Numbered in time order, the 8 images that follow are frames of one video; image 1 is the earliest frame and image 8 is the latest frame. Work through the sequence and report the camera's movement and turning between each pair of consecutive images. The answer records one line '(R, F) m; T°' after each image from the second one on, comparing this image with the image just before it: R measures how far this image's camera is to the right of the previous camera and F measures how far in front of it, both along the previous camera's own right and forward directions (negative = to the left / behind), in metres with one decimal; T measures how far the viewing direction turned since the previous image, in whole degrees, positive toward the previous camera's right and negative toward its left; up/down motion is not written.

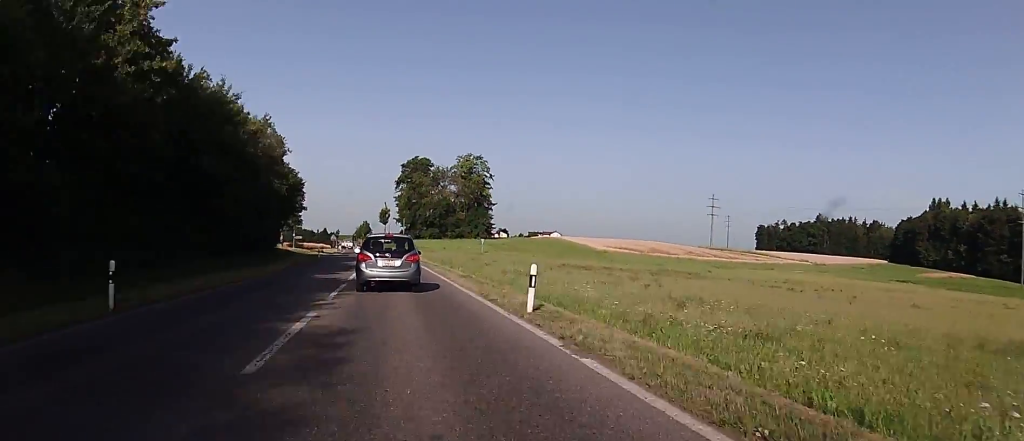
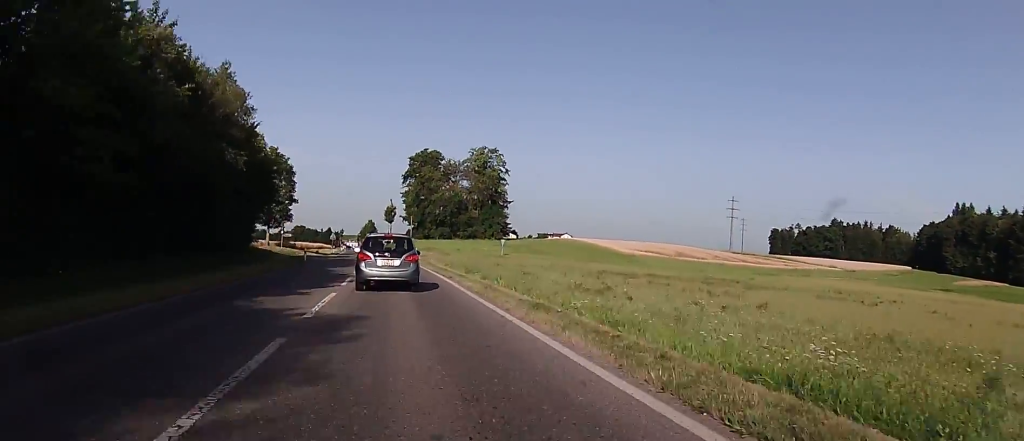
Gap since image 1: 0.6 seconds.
(-0.1, +12.7) m; -1°
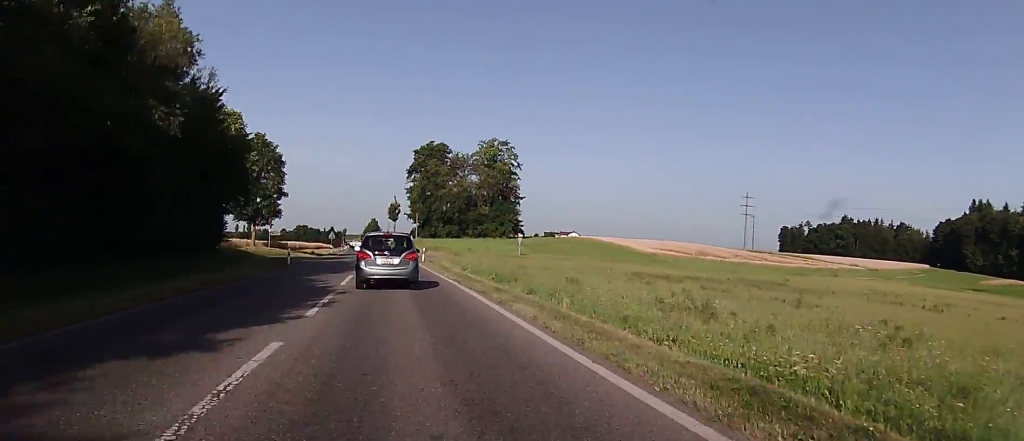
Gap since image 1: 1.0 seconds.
(-0.1, +9.0) m; -1°
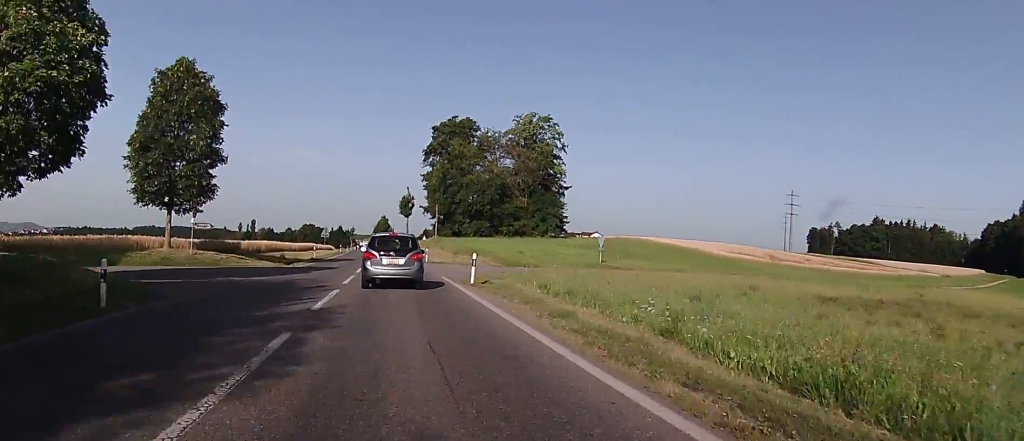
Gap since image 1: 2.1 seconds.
(-0.2, +26.0) m; -1°
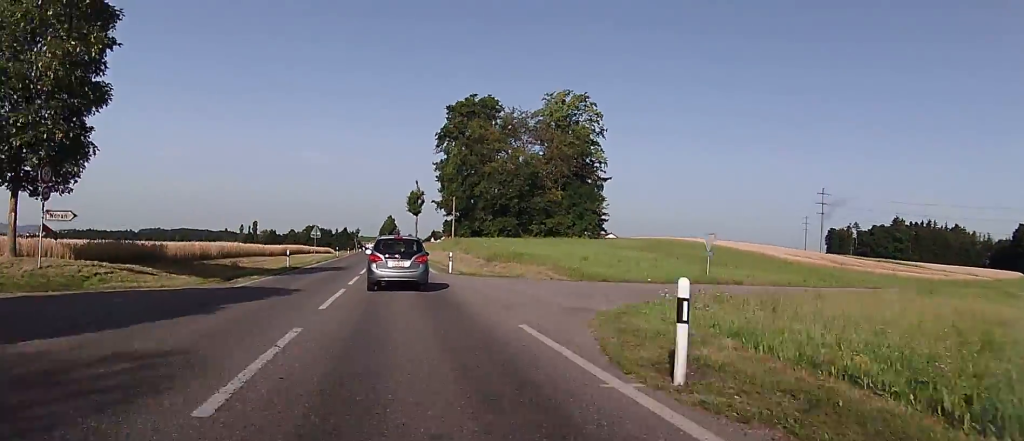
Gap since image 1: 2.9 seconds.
(0.0, +16.3) m; 0°
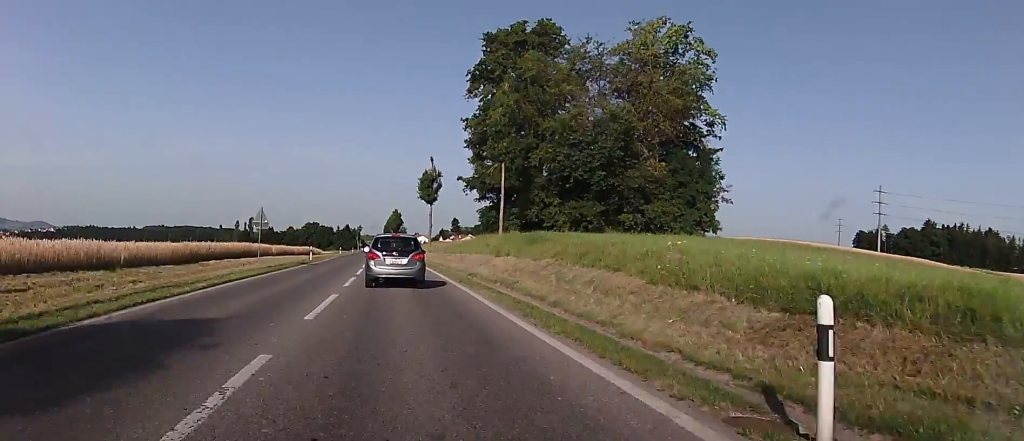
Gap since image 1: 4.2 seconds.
(0.0, +29.5) m; 0°
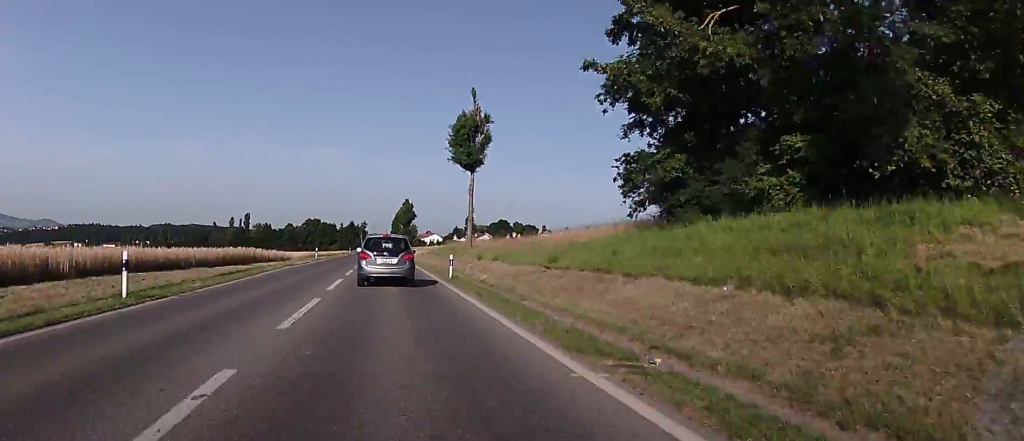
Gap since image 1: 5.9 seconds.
(-0.9, +37.3) m; -2°
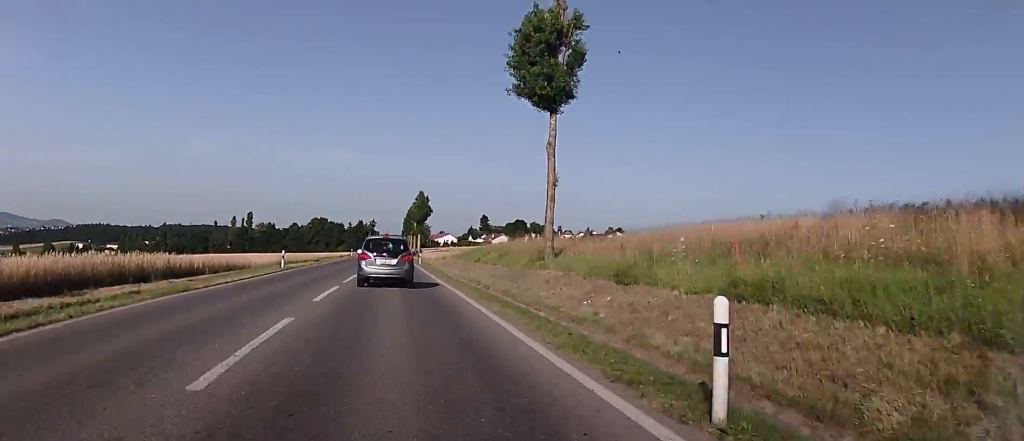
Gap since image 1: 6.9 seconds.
(+0.1, +21.9) m; 0°
